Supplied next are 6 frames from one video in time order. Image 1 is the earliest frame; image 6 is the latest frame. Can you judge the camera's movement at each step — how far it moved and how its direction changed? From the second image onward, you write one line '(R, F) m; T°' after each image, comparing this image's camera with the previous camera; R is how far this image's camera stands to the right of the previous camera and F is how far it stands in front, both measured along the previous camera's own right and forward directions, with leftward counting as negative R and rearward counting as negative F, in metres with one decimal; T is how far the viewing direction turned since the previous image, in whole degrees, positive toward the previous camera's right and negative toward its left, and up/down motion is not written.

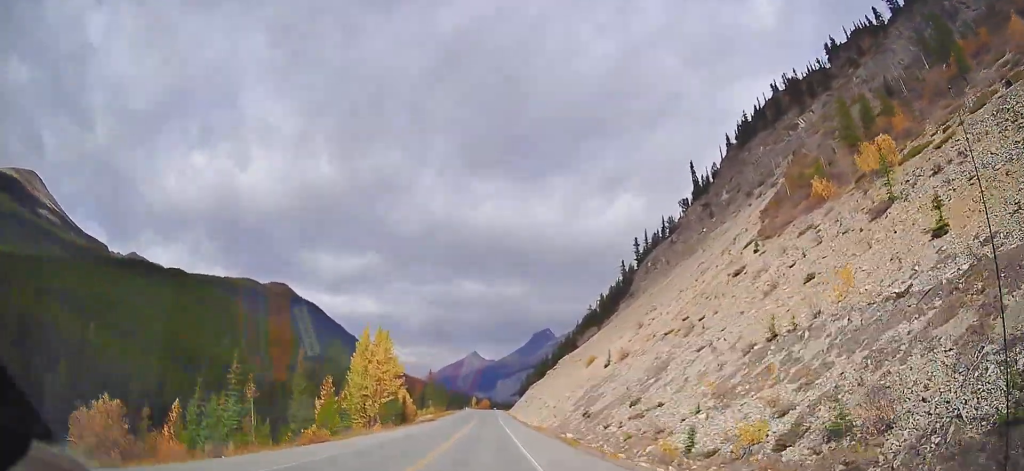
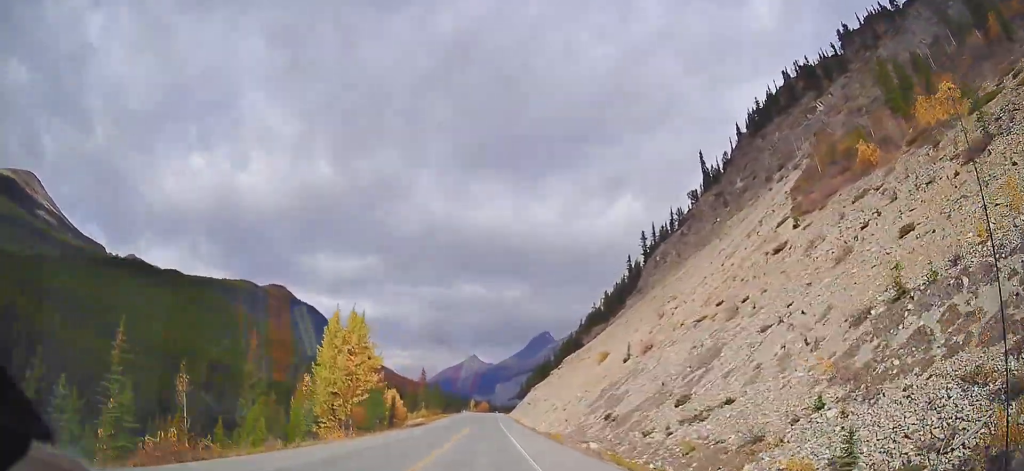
(0.0, +13.4) m; -1°
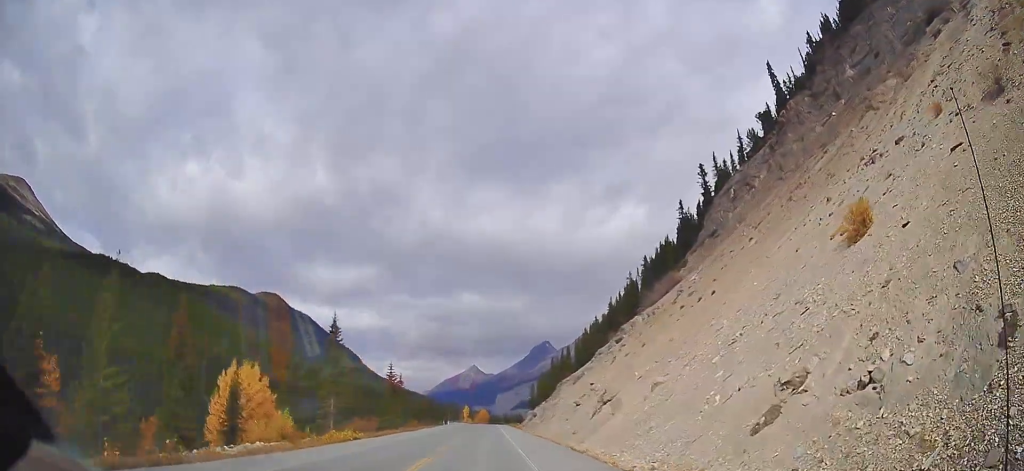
(-0.5, +75.7) m; 0°
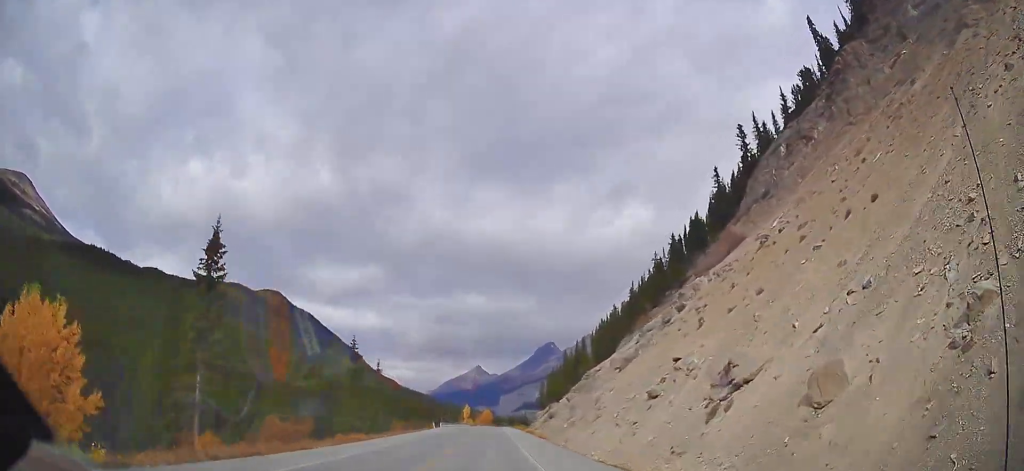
(+0.4, +27.9) m; 0°
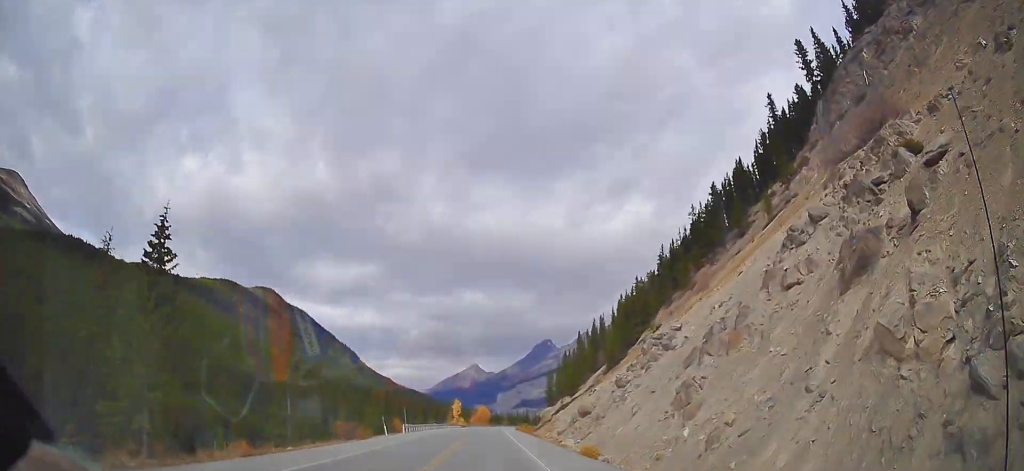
(-0.2, +39.9) m; 0°
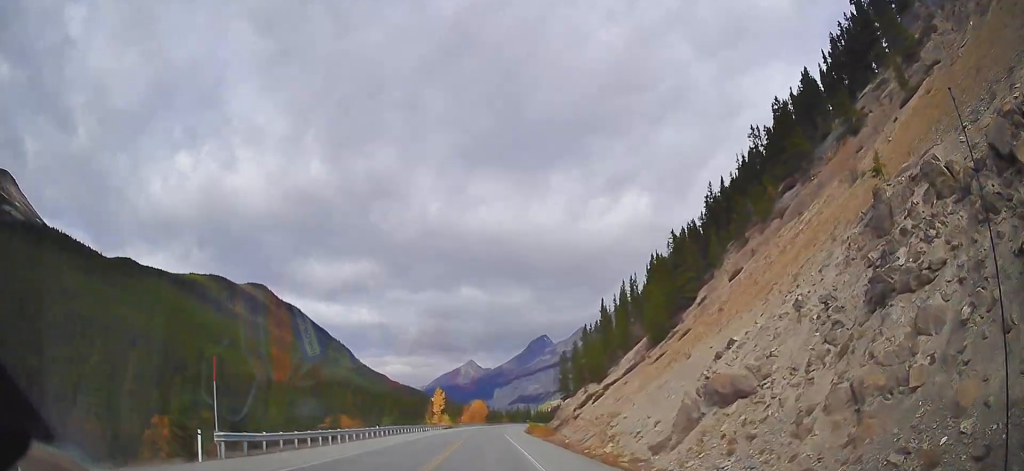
(-0.1, +41.7) m; 0°
